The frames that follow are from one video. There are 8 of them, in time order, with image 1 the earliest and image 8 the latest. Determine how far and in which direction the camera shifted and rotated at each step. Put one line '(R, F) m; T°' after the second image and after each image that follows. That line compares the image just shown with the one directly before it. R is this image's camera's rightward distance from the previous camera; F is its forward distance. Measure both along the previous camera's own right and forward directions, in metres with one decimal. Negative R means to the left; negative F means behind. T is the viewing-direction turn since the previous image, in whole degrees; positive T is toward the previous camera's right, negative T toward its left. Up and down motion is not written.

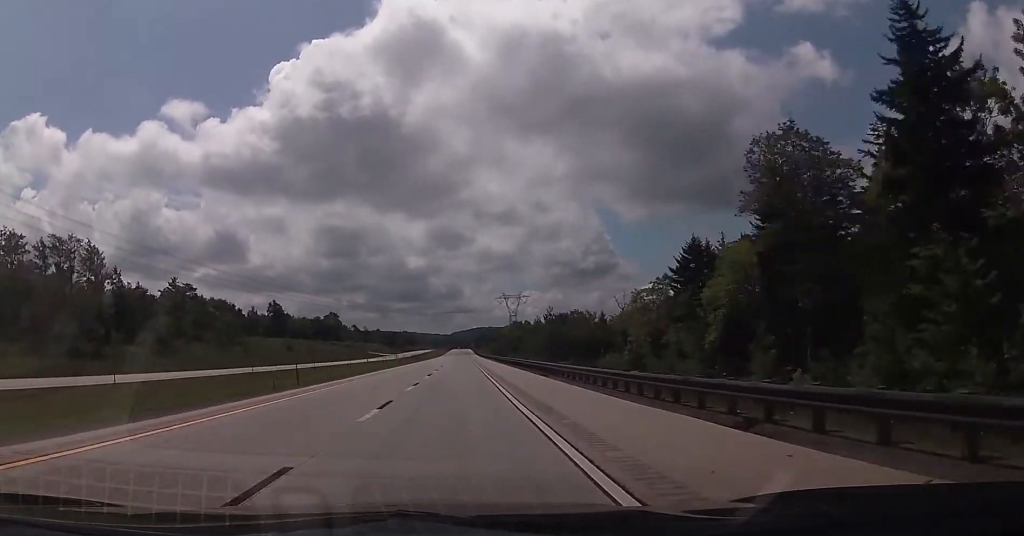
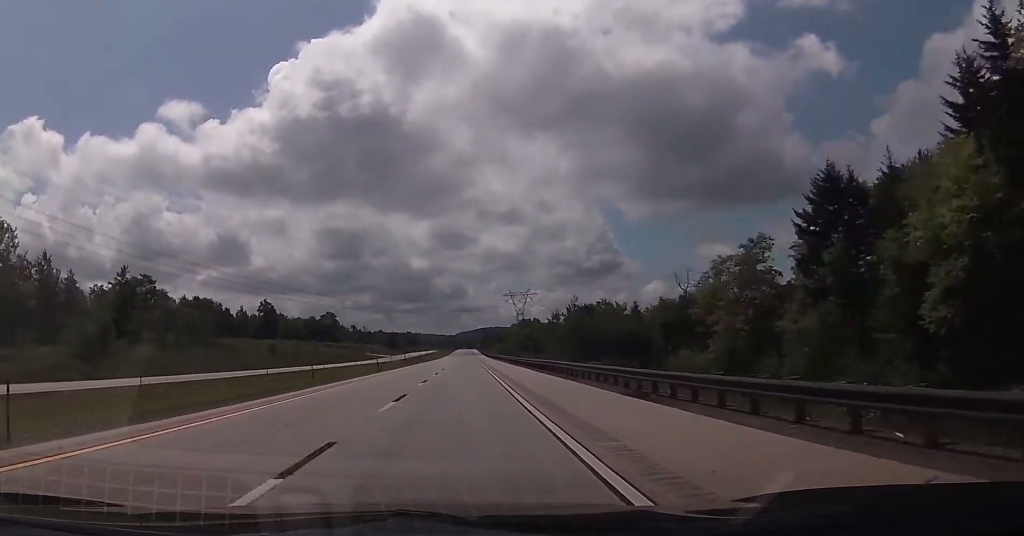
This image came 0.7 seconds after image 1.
(-0.1, +21.9) m; 0°
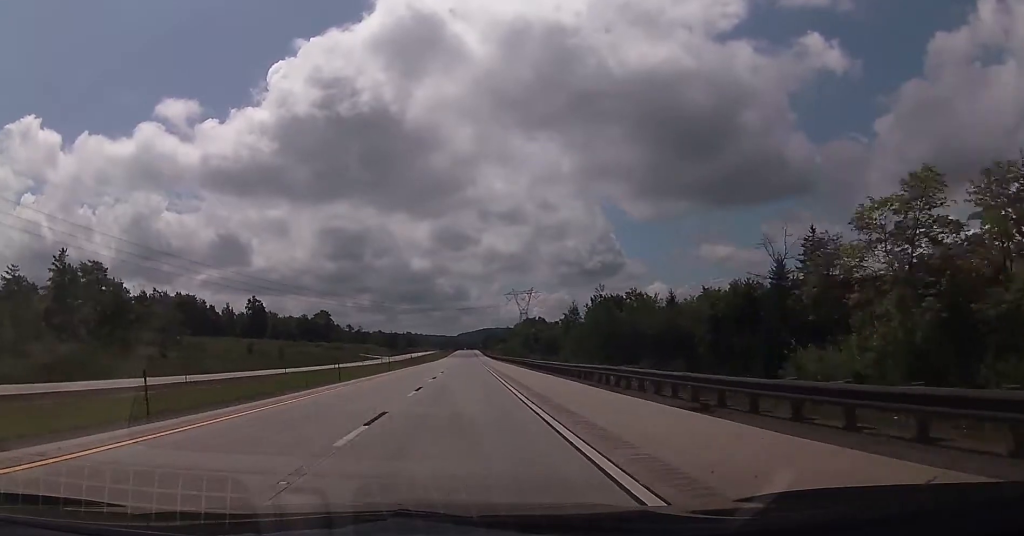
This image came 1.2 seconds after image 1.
(+0.1, +18.6) m; 0°
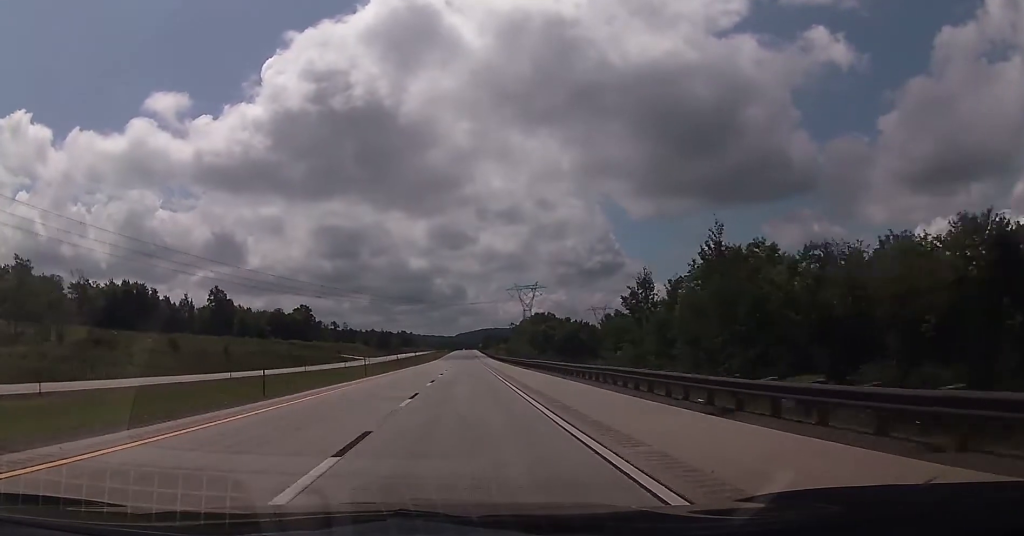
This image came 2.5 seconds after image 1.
(-0.4, +40.7) m; 0°
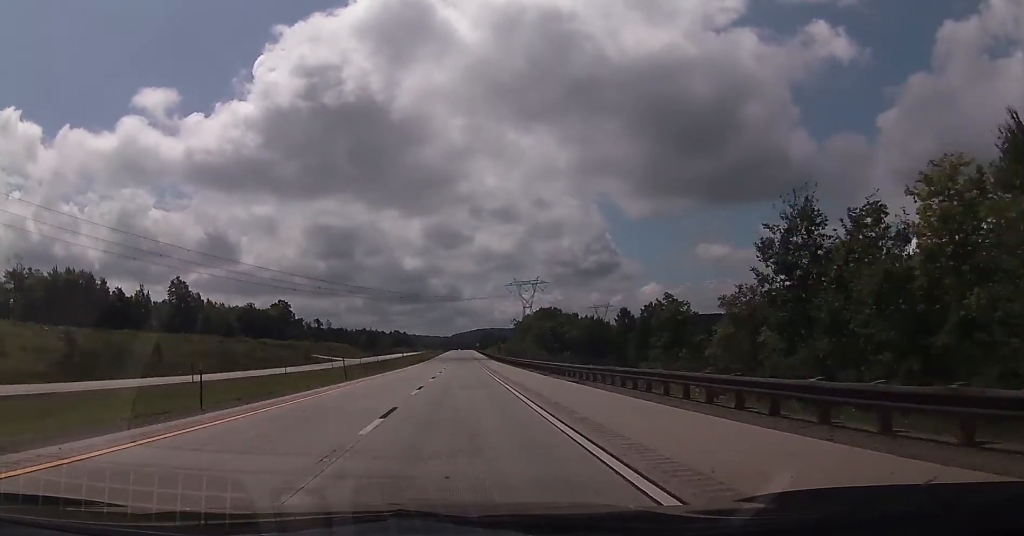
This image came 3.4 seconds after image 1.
(+0.4, +30.7) m; +1°
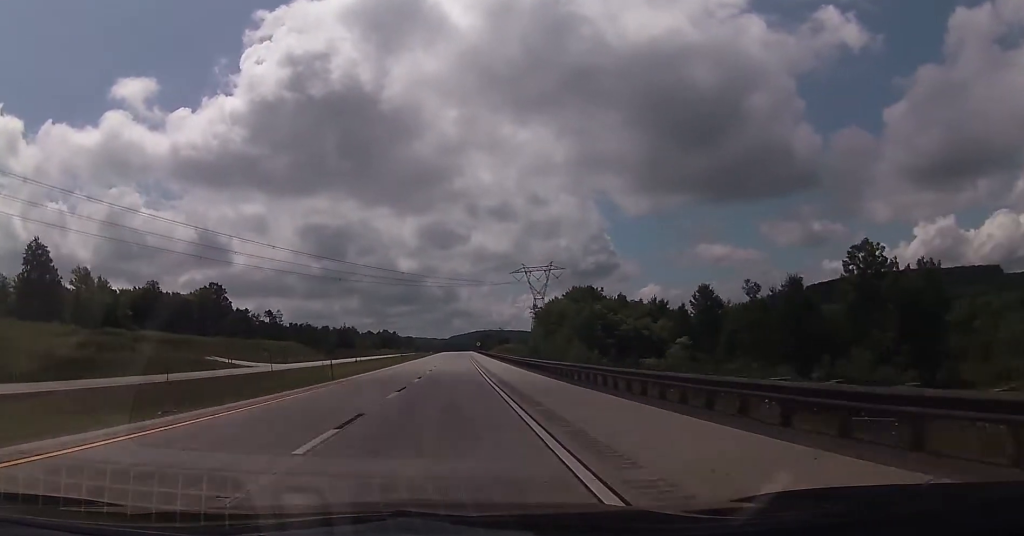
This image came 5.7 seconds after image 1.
(-0.4, +75.8) m; 0°
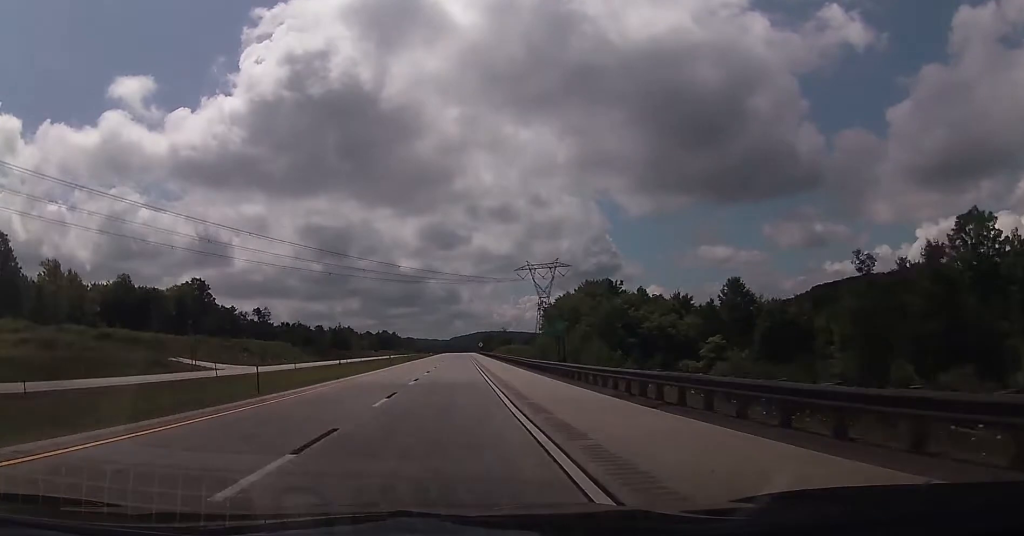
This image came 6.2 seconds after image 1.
(+0.2, +15.4) m; 0°
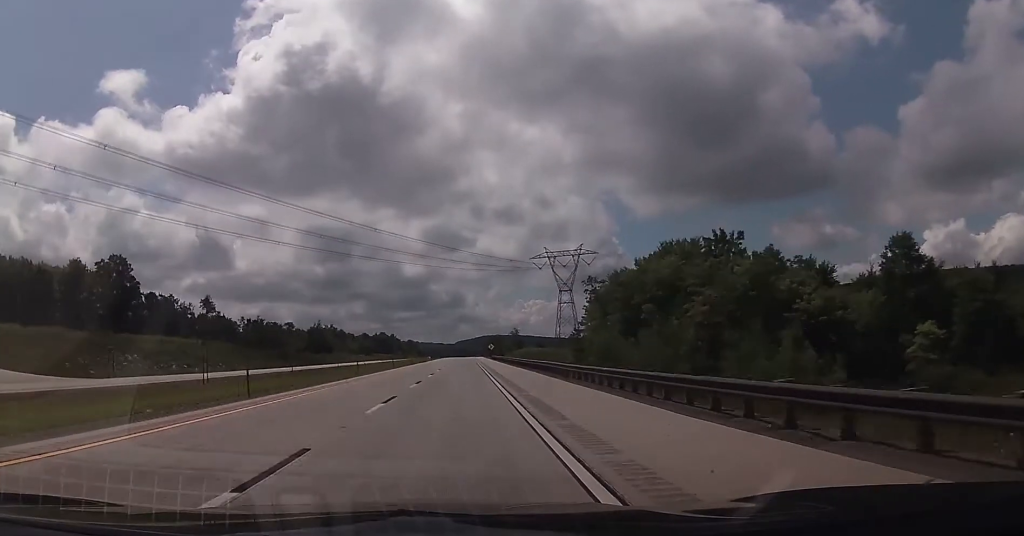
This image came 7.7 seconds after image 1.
(-0.5, +51.5) m; -1°
